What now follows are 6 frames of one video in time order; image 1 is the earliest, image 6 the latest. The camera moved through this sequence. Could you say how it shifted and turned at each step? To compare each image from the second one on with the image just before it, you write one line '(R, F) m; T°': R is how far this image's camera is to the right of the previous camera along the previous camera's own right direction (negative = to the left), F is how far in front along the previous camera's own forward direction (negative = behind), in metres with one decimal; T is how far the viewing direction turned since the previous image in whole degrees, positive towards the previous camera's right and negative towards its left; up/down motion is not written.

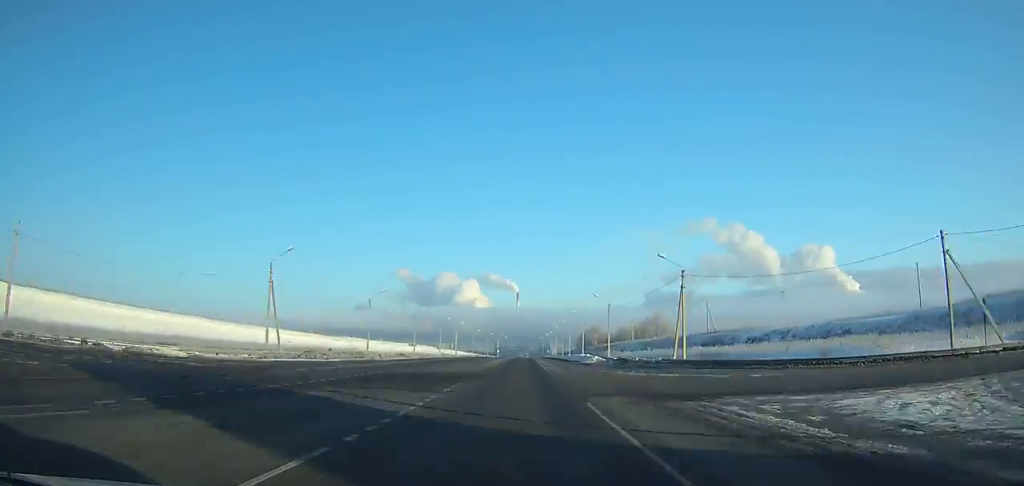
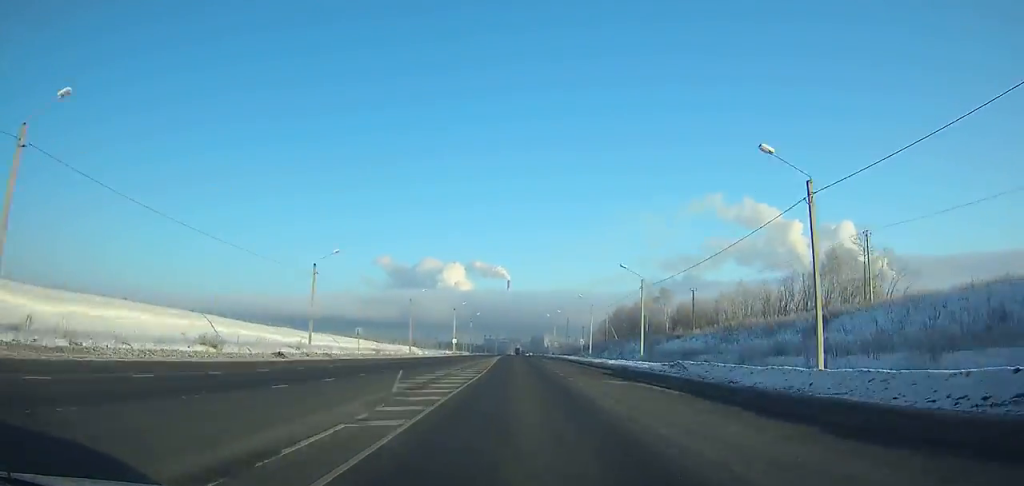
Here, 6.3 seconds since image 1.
(+0.3, +142.5) m; 0°
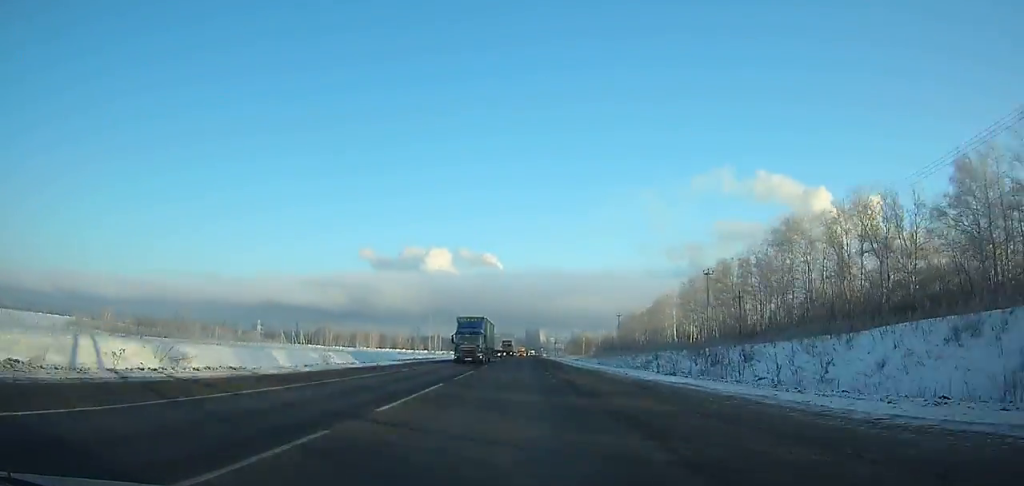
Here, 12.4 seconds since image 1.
(+1.1, +135.4) m; +1°
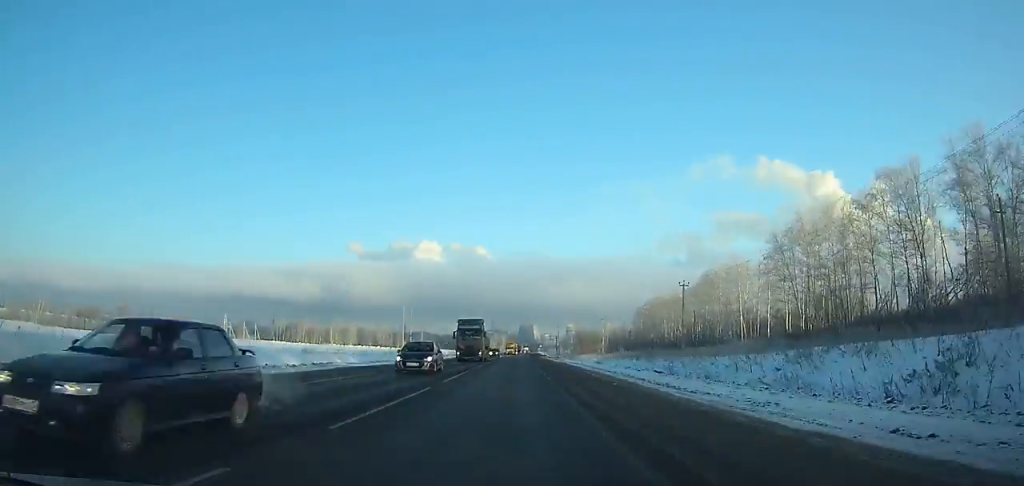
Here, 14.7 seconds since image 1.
(+0.2, +50.1) m; 0°
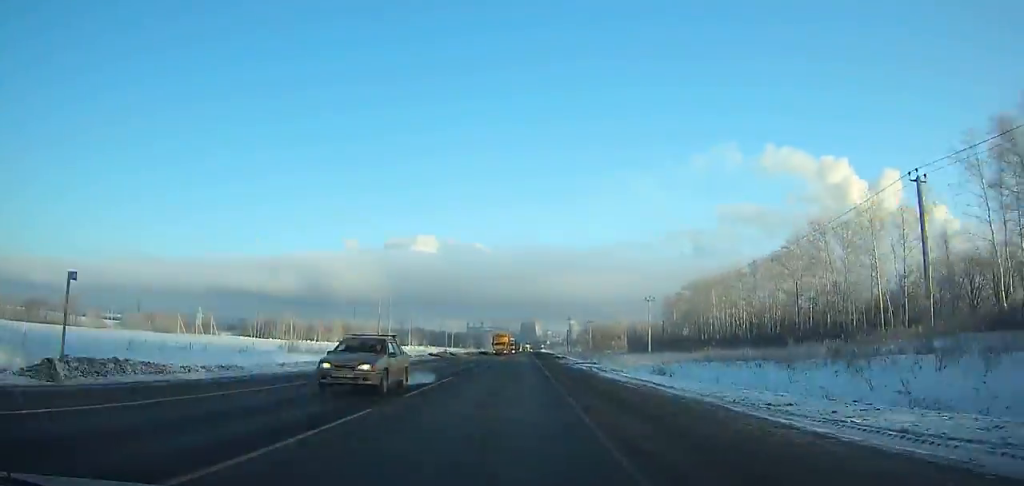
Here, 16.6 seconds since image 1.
(+0.1, +41.0) m; 0°
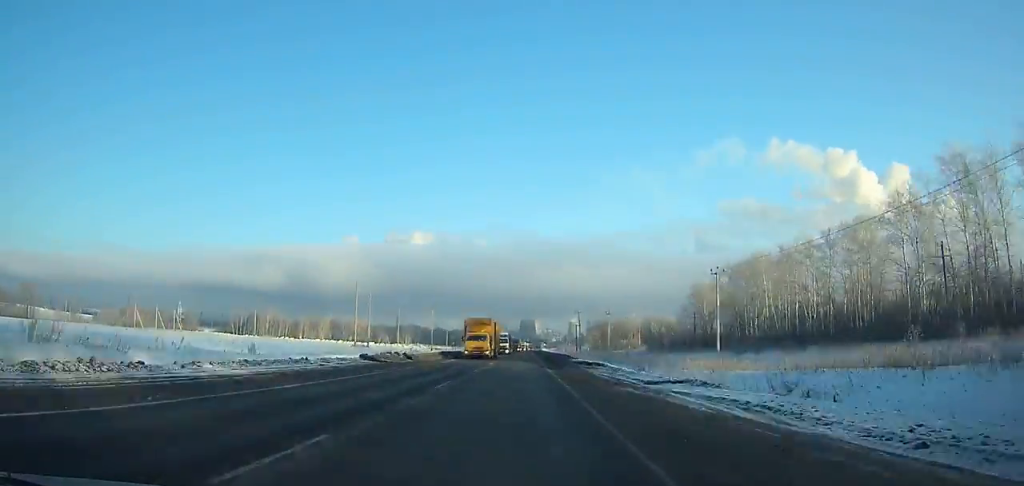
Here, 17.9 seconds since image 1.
(0.0, +27.7) m; 0°
